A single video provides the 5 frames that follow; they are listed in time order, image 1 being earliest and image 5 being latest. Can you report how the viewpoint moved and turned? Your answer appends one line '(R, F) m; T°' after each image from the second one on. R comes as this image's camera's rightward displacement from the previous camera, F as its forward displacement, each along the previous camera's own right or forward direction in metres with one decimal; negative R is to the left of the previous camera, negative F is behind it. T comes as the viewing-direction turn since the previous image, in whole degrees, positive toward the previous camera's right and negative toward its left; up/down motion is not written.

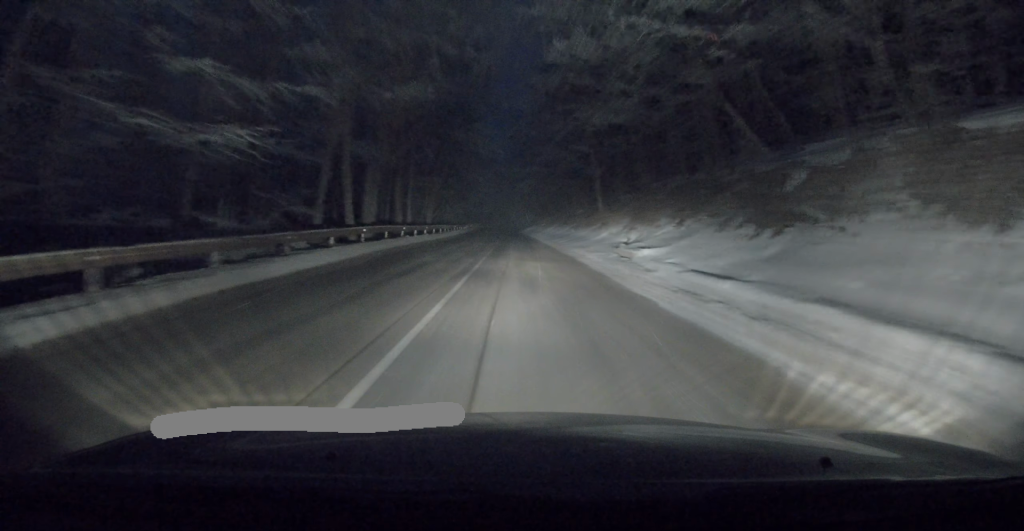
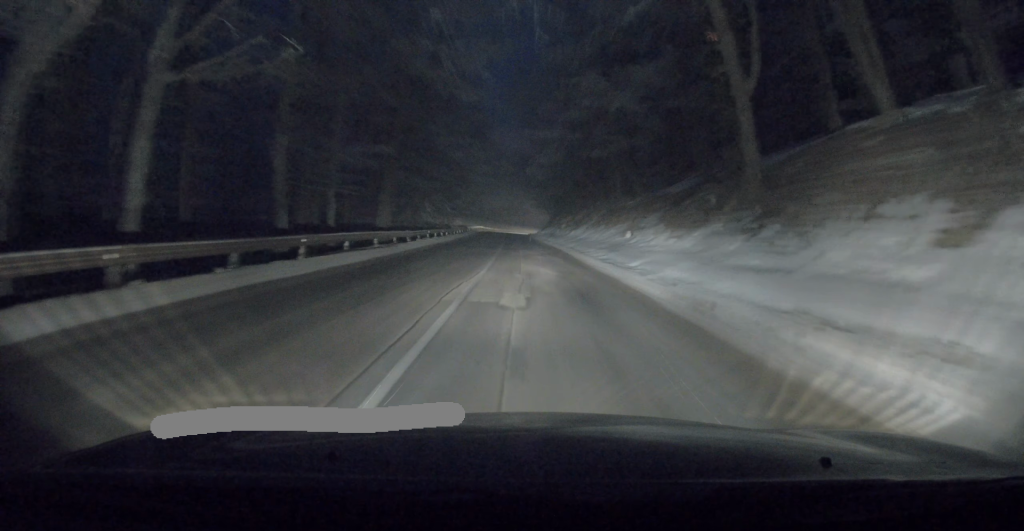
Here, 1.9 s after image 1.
(-1.3, +23.5) m; -4°
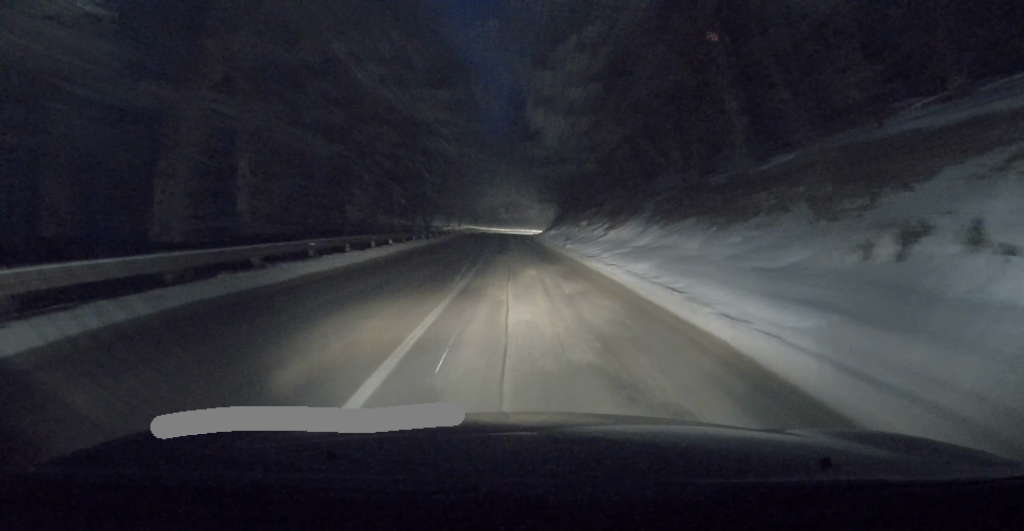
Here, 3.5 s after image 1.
(0.0, +22.1) m; 0°
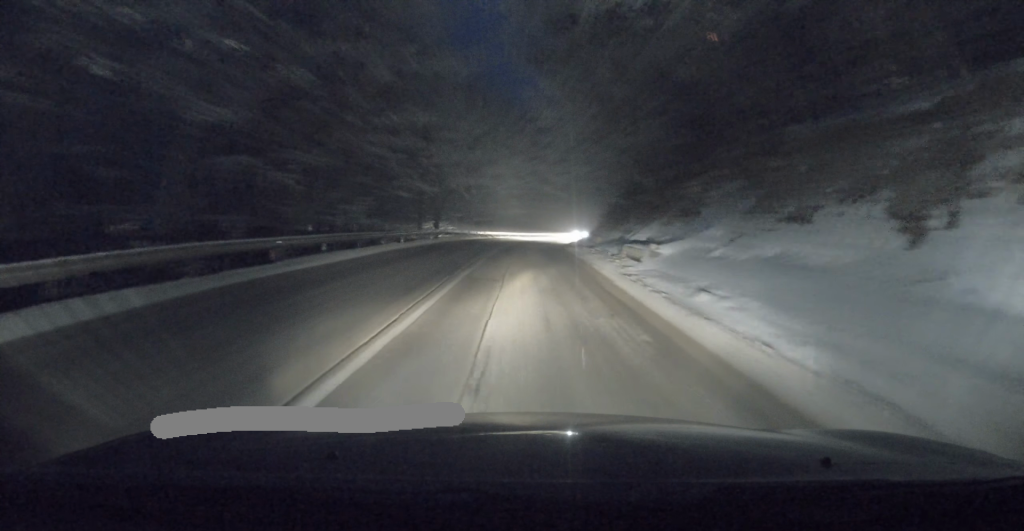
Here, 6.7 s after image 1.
(+2.0, +41.0) m; +4°
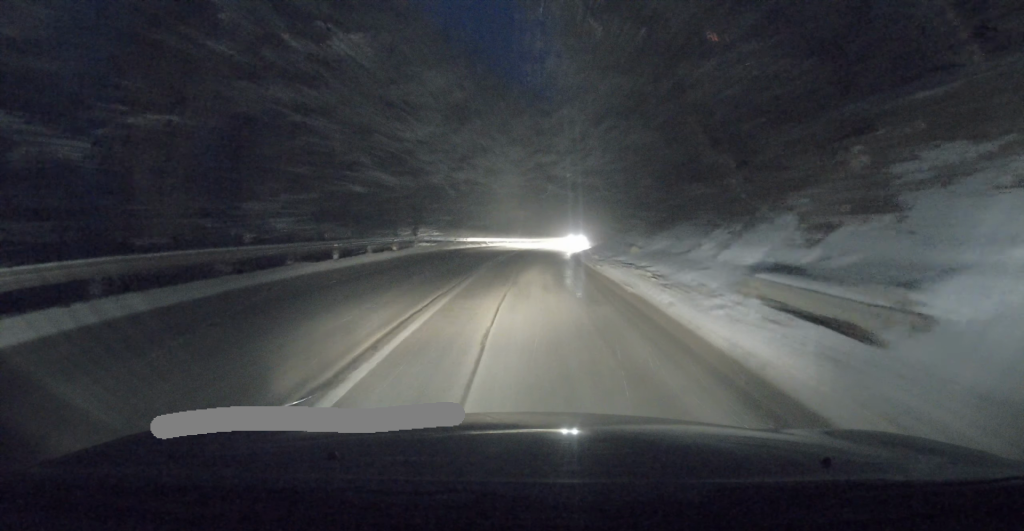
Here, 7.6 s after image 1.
(-0.2, +10.3) m; -1°
